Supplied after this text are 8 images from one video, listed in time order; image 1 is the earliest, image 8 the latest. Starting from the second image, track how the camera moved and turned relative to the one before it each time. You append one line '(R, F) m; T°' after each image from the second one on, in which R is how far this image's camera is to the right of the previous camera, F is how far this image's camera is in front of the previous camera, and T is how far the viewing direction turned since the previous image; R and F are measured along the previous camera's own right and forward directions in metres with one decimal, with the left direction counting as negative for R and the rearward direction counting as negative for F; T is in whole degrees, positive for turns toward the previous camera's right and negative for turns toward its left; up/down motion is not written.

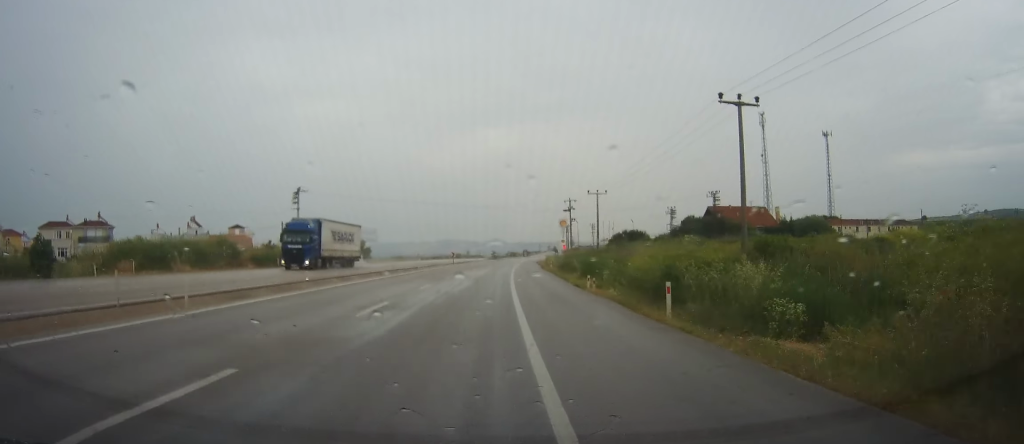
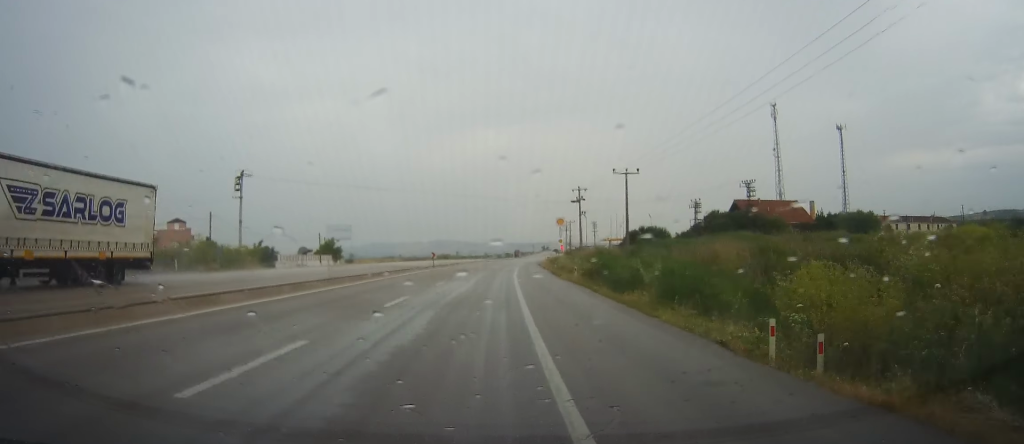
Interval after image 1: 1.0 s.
(-0.2, +20.3) m; 0°
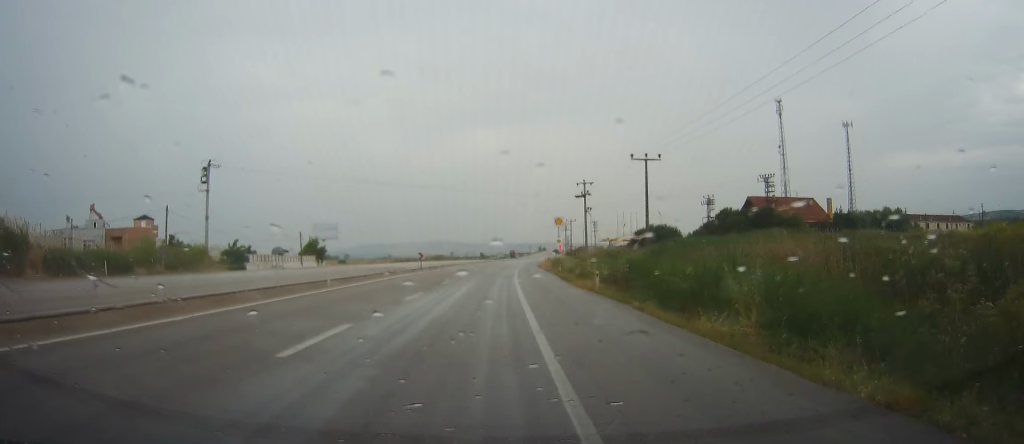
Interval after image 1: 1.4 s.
(-0.1, +8.6) m; +1°
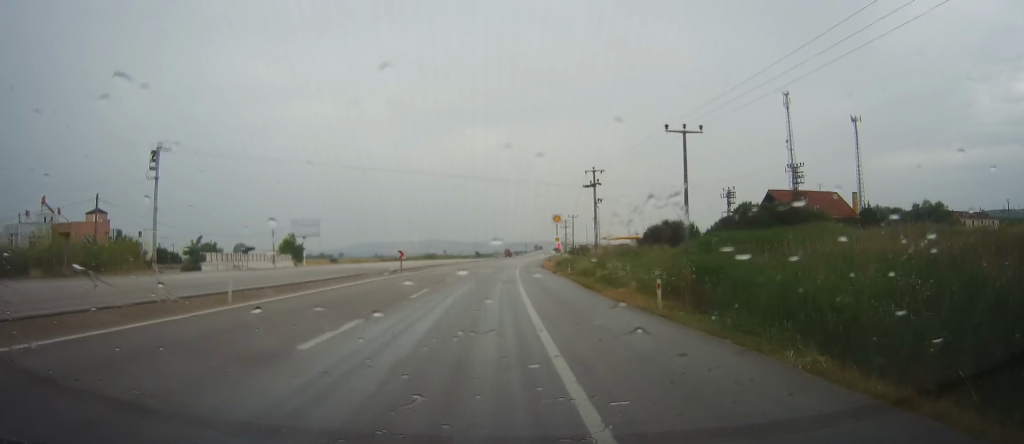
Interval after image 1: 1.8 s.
(+0.1, +10.1) m; +1°
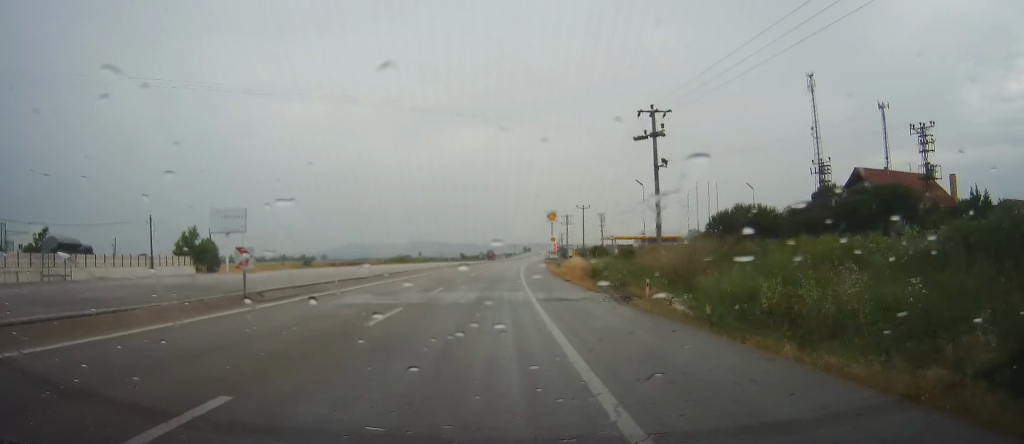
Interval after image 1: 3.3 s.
(+0.6, +30.2) m; +1°
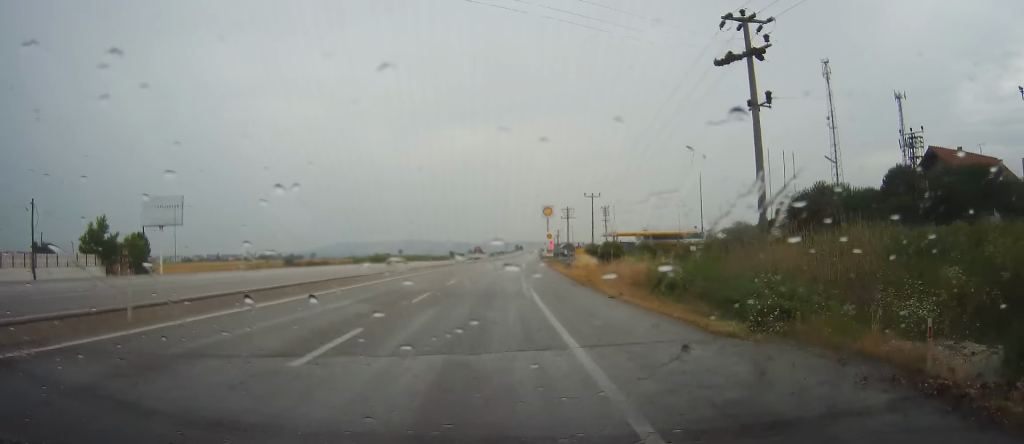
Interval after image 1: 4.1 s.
(0.0, +16.7) m; 0°
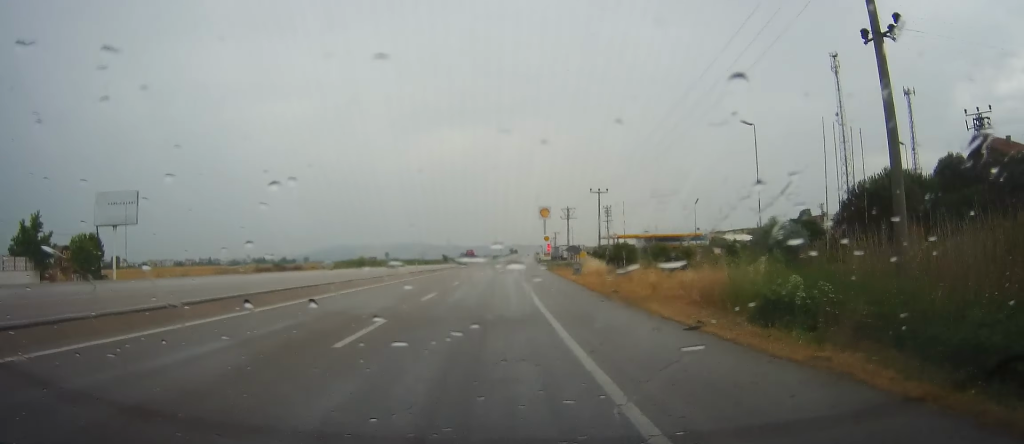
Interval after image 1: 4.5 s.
(0.0, +8.7) m; 0°
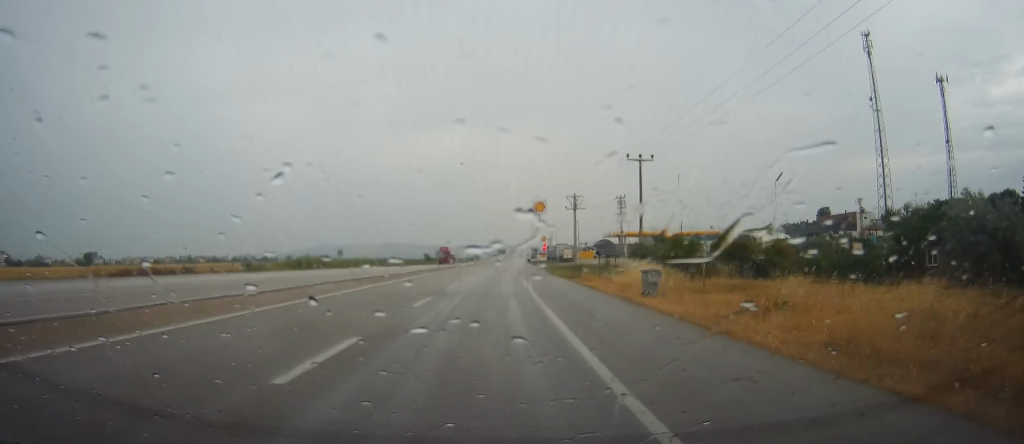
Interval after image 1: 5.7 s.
(+0.2, +25.8) m; +2°
